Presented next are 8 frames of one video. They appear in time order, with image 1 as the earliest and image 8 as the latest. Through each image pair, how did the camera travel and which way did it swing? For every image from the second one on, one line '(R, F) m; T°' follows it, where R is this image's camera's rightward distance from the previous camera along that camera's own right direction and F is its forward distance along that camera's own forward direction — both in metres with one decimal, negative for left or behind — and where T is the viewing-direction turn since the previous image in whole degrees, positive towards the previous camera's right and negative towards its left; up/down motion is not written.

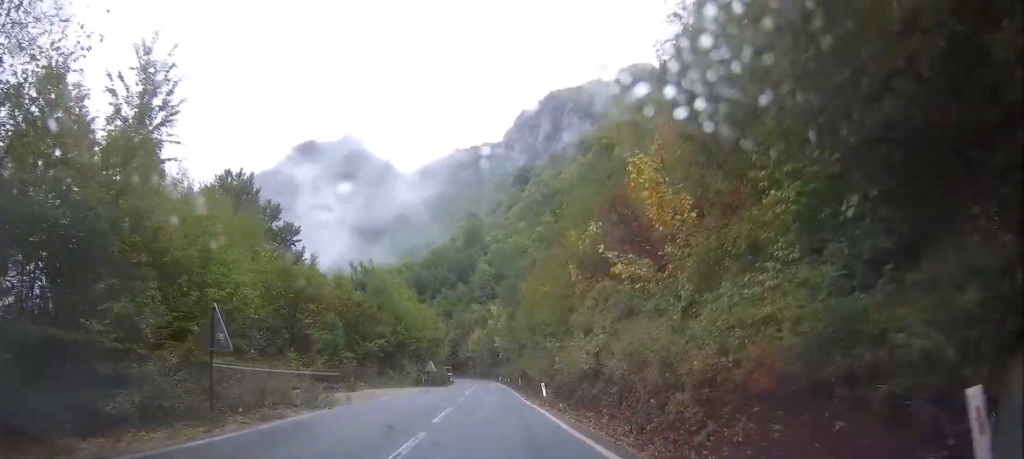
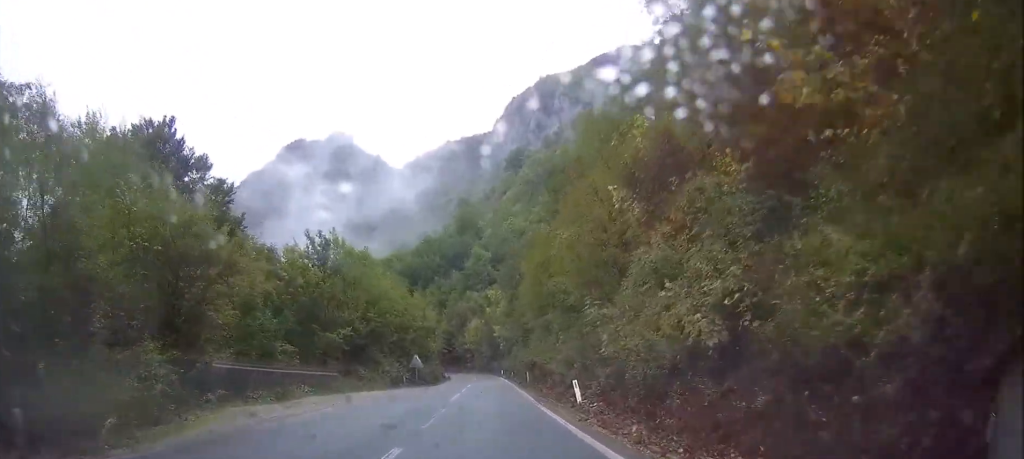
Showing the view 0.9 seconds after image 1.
(-0.1, +12.8) m; -2°
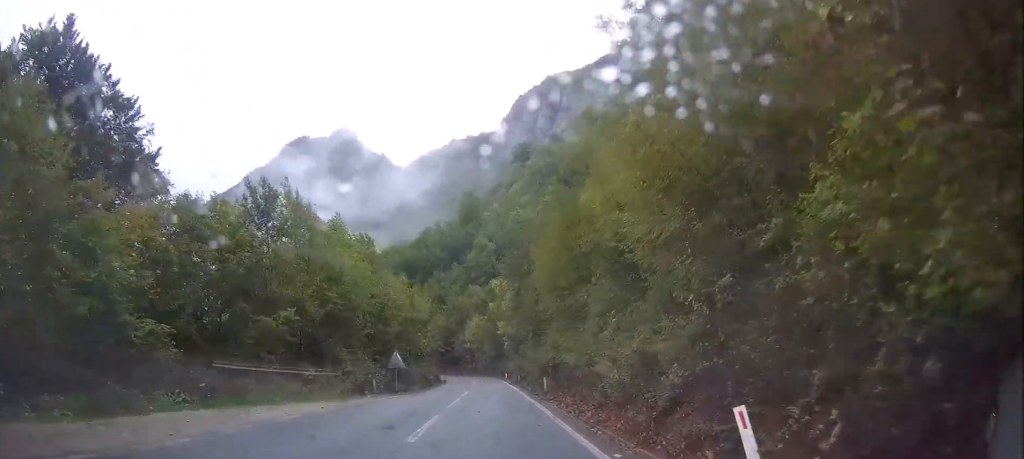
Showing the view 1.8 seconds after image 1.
(-0.3, +12.8) m; -1°
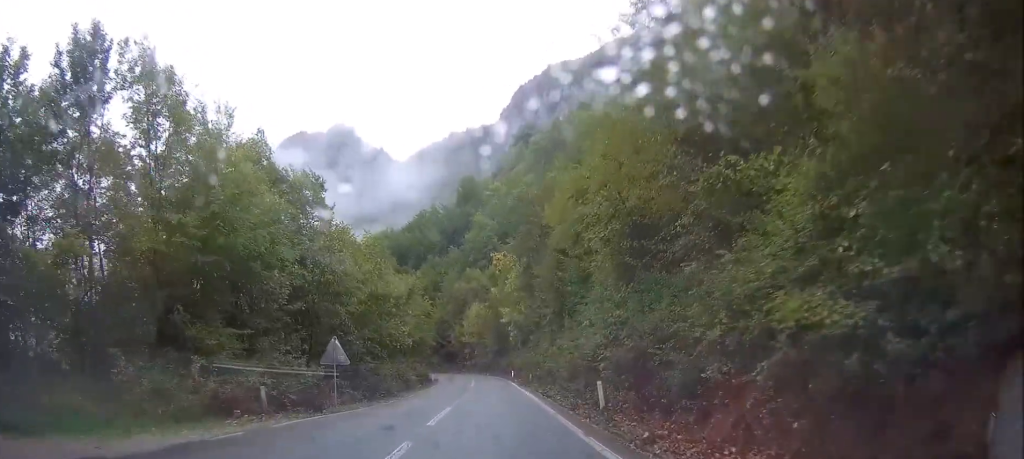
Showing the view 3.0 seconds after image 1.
(+0.1, +16.7) m; +1°
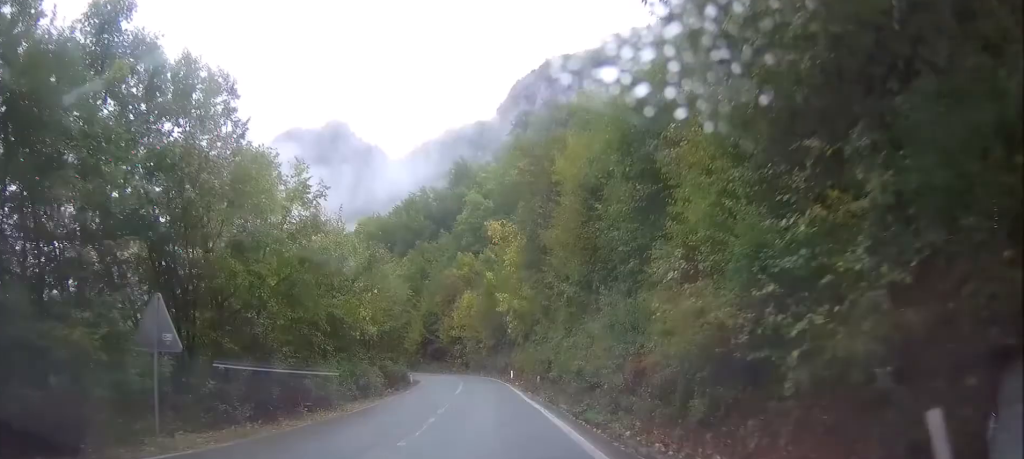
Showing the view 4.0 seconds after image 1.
(+0.1, +13.6) m; 0°
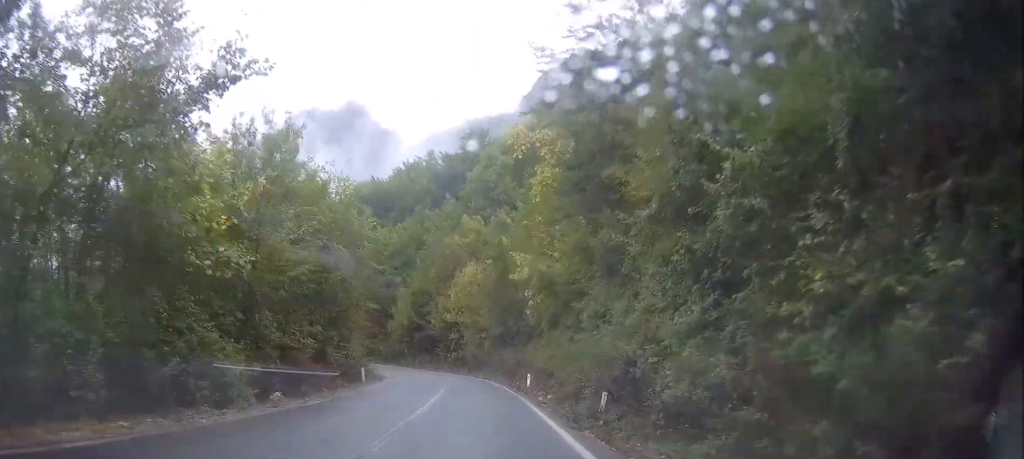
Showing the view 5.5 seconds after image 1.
(-0.1, +20.9) m; -1°
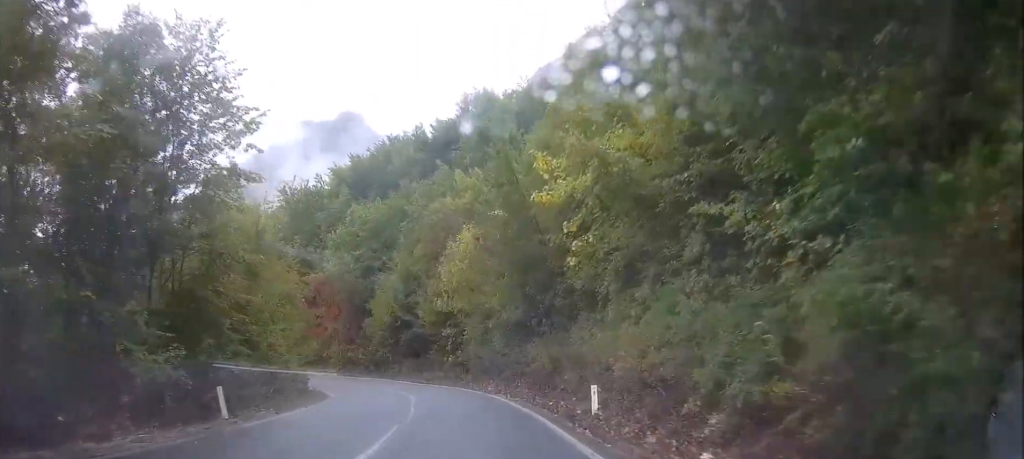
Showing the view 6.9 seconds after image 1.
(-0.3, +18.2) m; -3°
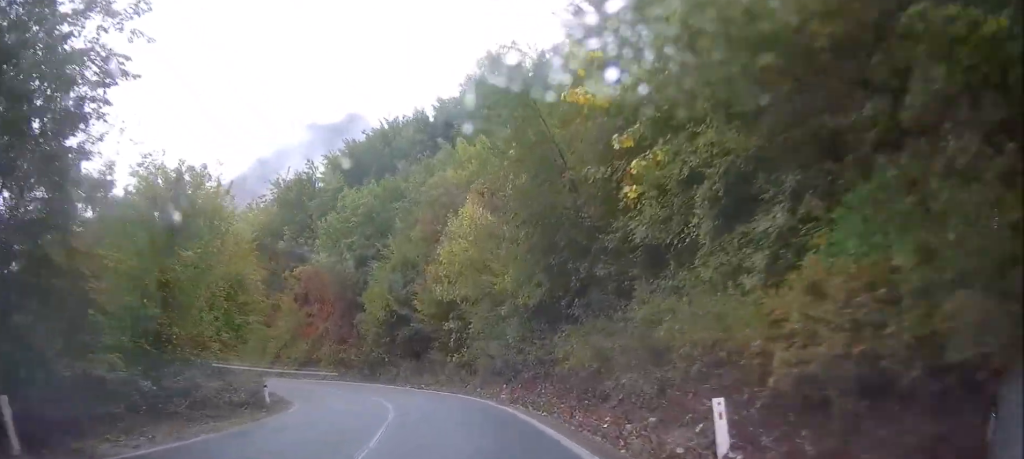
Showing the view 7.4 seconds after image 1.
(+0.1, +7.5) m; -2°
